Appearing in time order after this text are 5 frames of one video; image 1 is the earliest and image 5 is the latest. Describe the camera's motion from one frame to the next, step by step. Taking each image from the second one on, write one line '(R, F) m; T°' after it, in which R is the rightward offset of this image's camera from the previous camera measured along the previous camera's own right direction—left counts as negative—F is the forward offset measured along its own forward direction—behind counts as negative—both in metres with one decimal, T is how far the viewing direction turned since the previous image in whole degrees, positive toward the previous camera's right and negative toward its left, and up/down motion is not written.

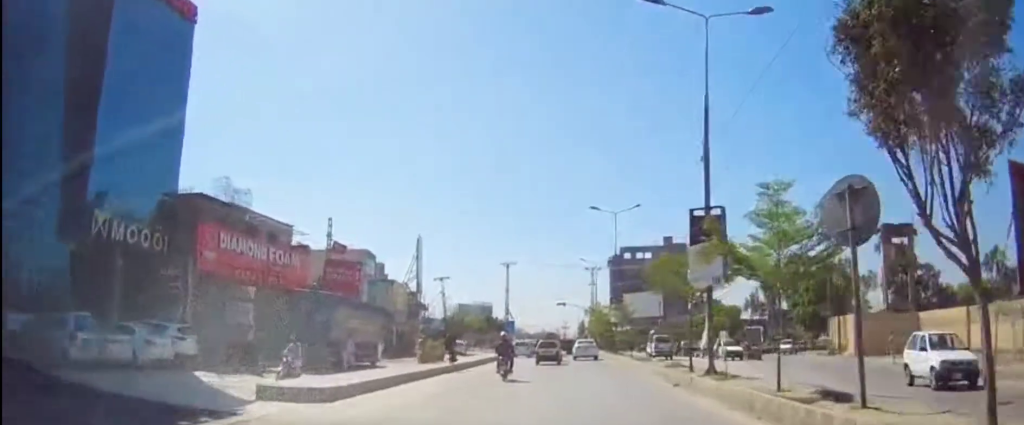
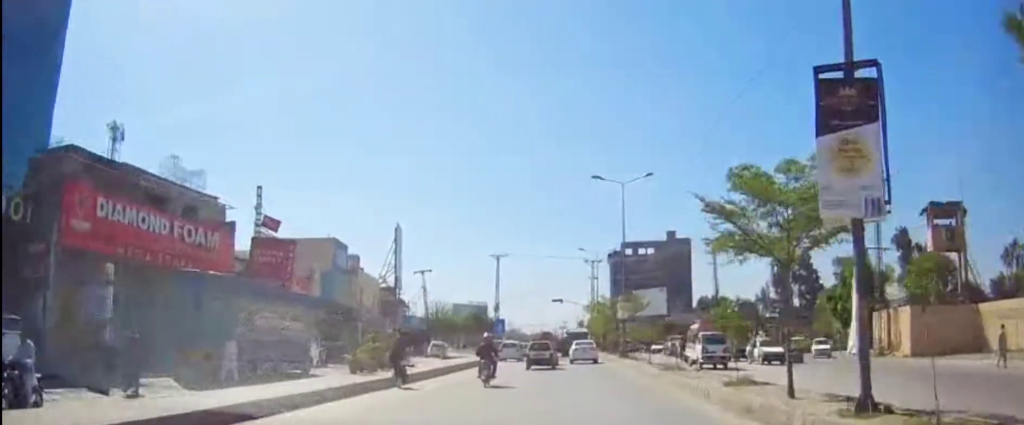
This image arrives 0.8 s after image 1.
(+0.1, +9.8) m; +1°
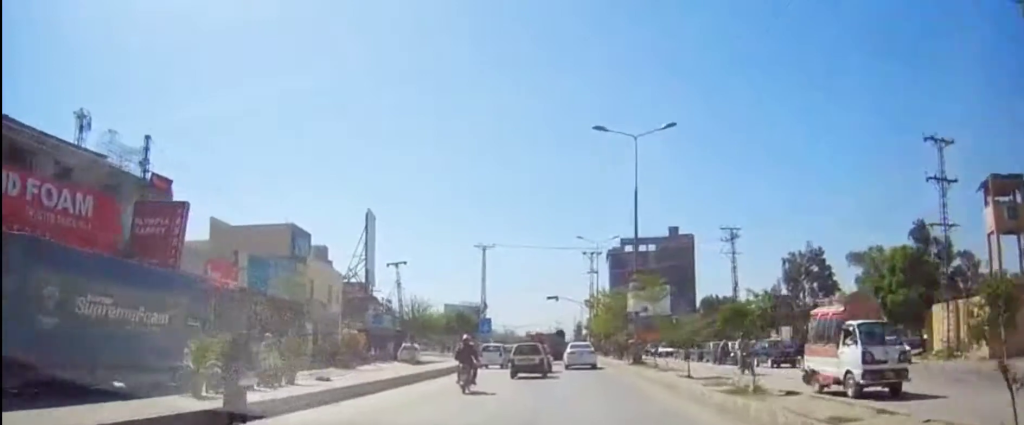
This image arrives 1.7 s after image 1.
(+0.3, +10.0) m; -1°
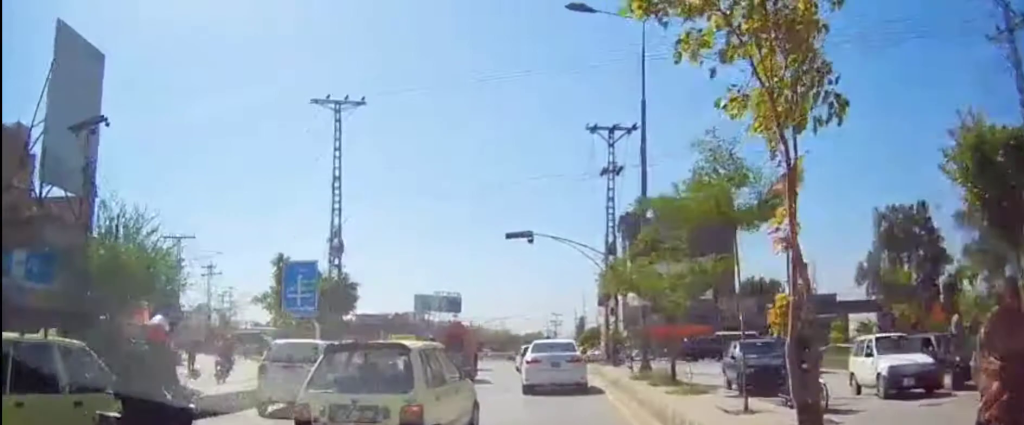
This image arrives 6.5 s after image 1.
(-1.9, +43.3) m; 0°
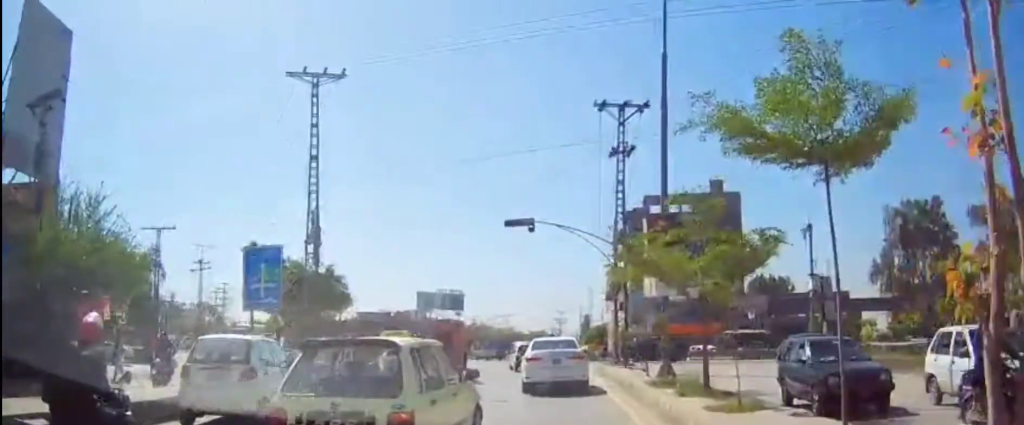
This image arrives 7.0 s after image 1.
(+0.3, +3.0) m; +1°
